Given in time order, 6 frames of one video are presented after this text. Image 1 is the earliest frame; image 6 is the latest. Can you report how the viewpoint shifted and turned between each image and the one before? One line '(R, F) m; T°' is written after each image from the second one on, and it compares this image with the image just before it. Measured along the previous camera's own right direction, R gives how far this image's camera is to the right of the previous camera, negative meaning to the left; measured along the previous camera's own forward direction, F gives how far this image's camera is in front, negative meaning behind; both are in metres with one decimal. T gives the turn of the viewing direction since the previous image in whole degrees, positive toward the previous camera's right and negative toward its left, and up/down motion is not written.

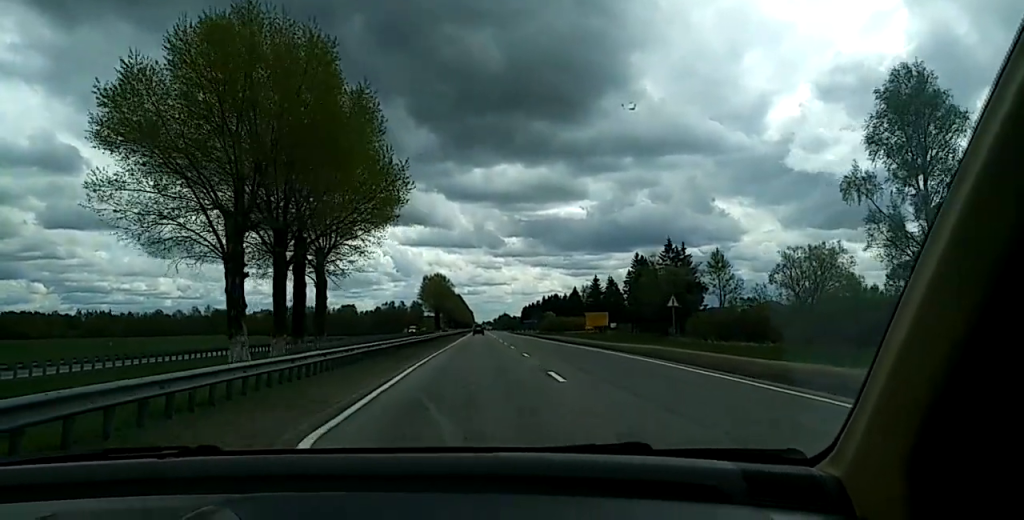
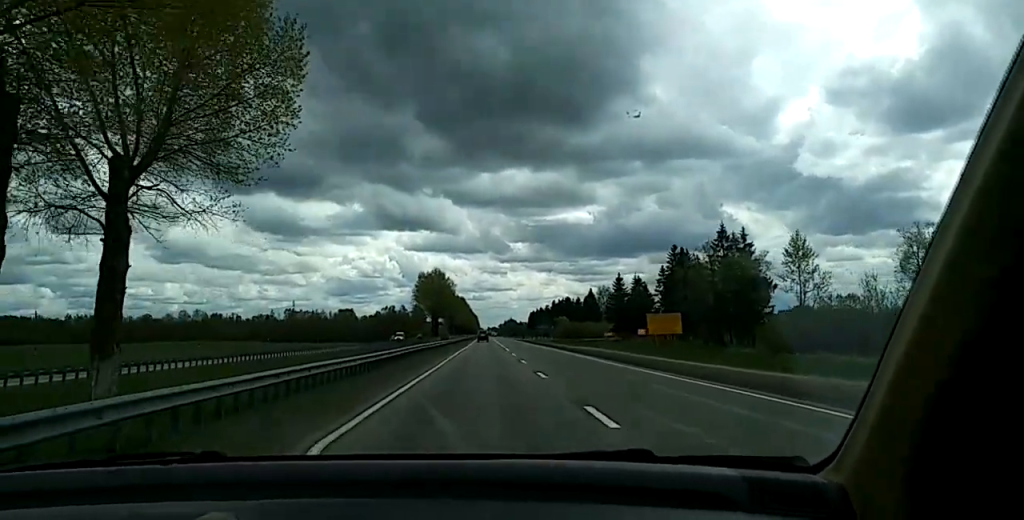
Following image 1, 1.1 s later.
(+0.3, +30.0) m; +1°
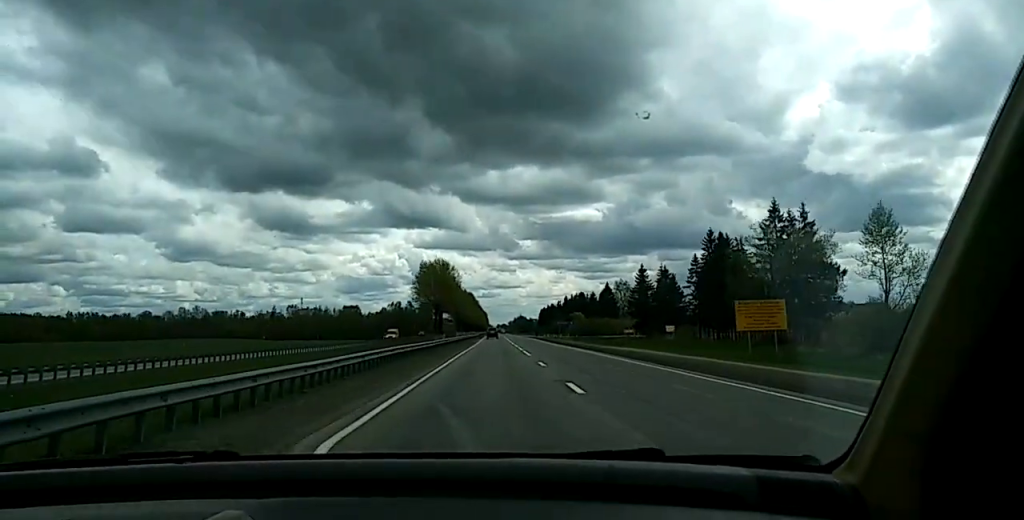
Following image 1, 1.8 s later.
(0.0, +18.9) m; 0°
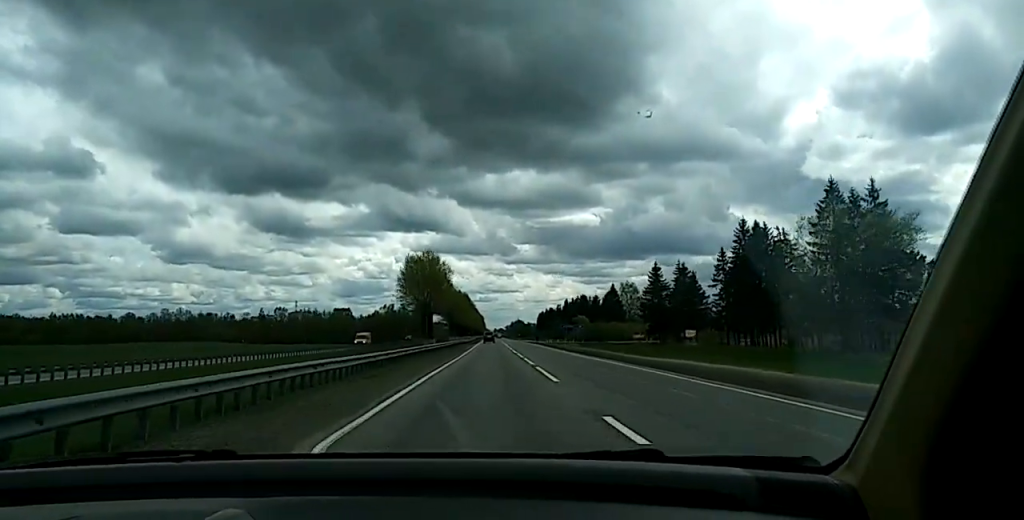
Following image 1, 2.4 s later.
(0.0, +18.9) m; 0°
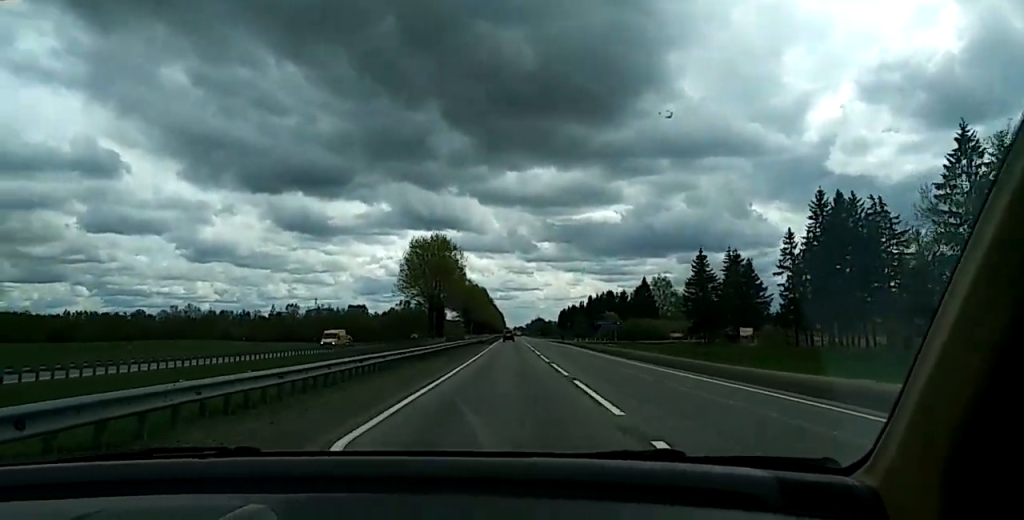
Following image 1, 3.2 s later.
(0.0, +21.1) m; 0°
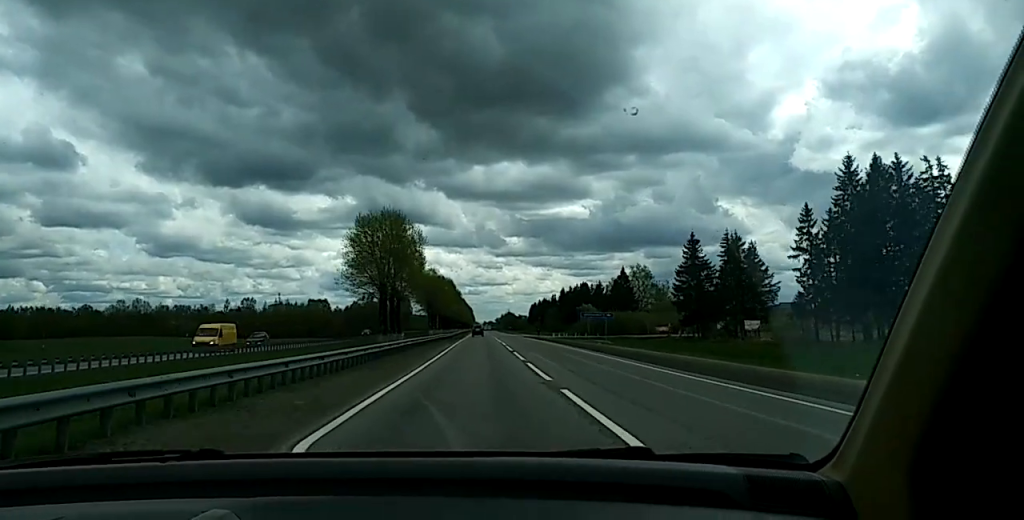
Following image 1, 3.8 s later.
(0.0, +16.6) m; 0°
